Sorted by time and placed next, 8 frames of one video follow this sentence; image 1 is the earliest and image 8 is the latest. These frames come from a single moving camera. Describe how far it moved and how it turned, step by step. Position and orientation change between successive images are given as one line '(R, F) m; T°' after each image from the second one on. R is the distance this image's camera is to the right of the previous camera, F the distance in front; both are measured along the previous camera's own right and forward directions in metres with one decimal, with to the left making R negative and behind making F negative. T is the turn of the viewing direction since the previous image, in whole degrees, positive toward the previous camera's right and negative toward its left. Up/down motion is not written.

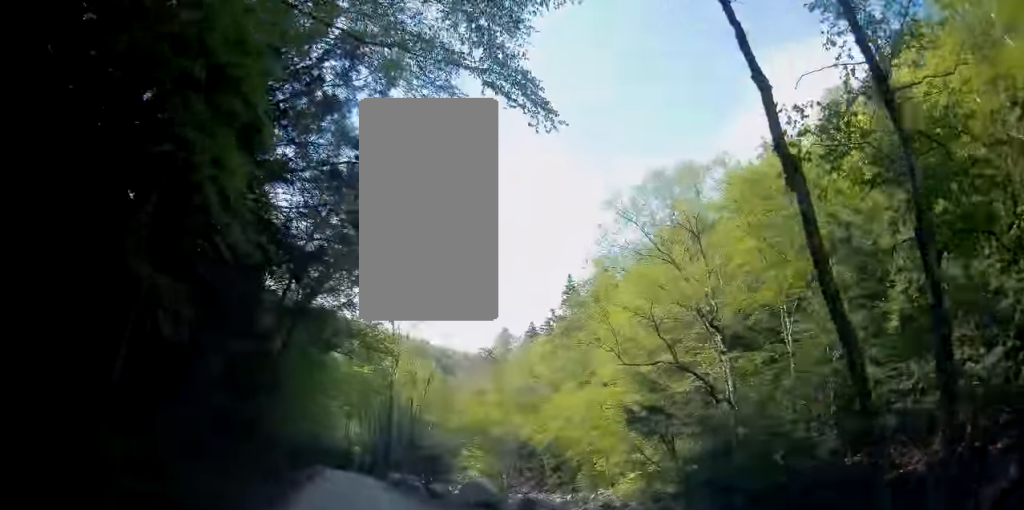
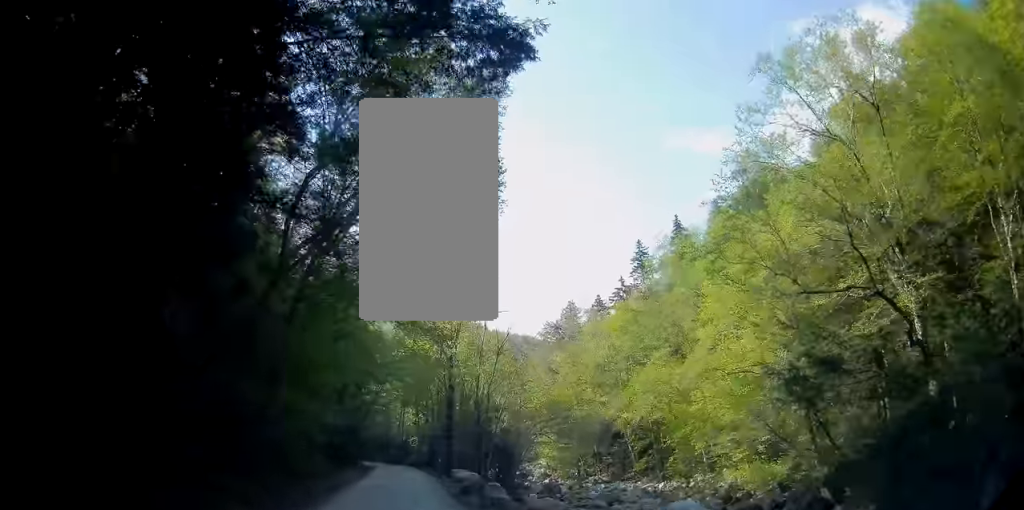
(-0.6, +10.2) m; -2°
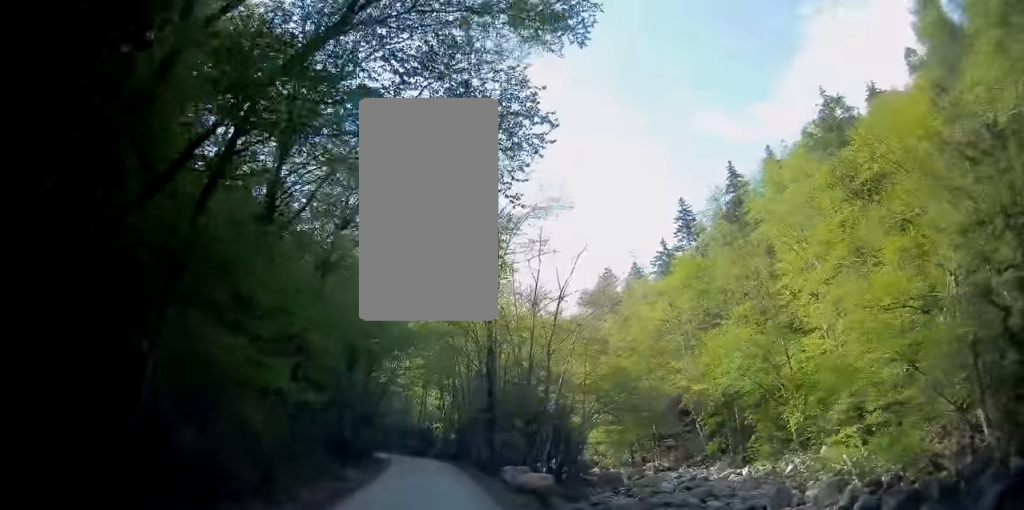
(+0.2, +11.6) m; -1°
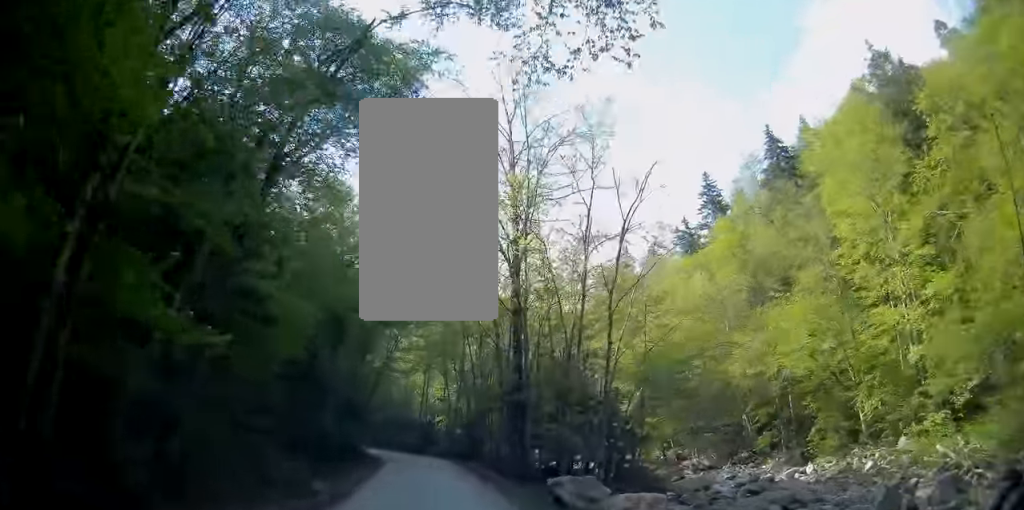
(-0.4, +8.9) m; -3°
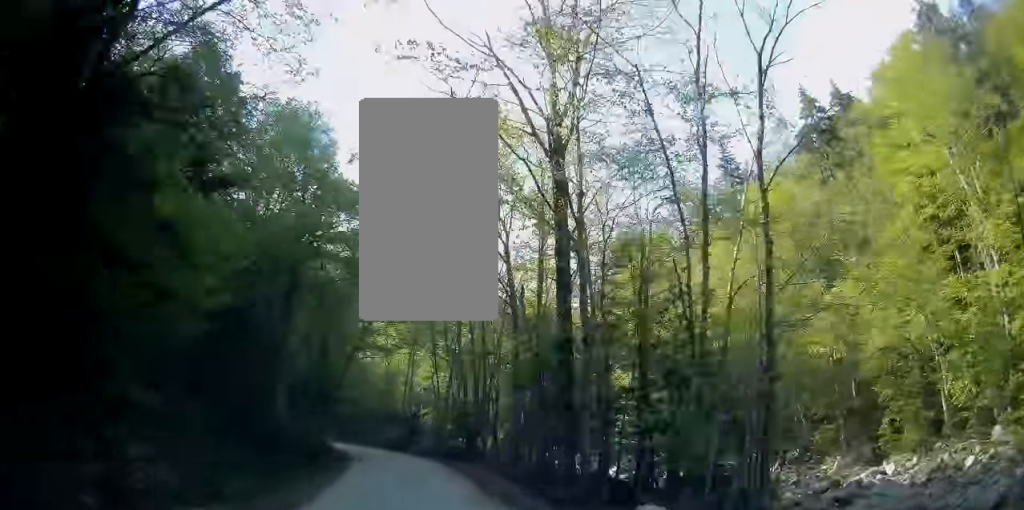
(-0.1, +10.2) m; 0°
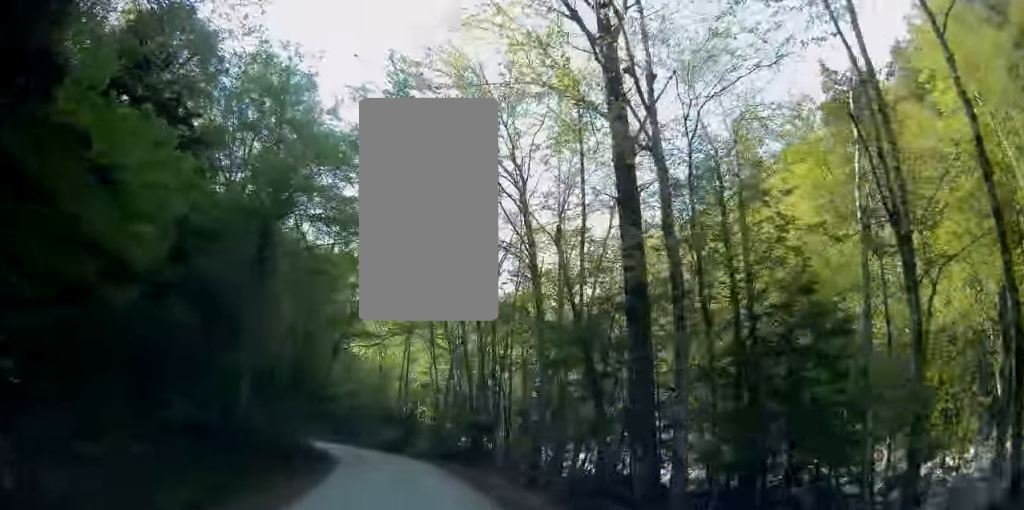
(+0.1, +5.2) m; 0°
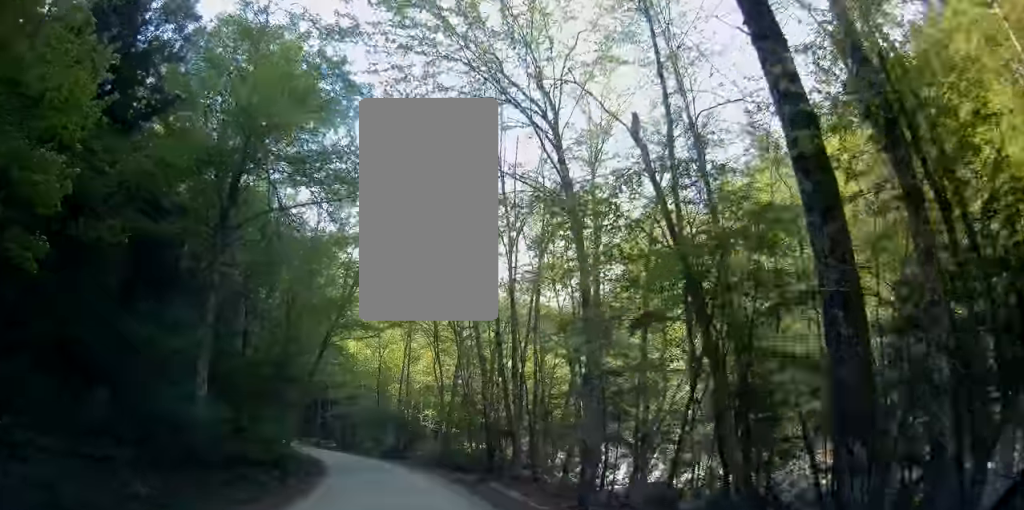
(0.0, +5.0) m; -1°
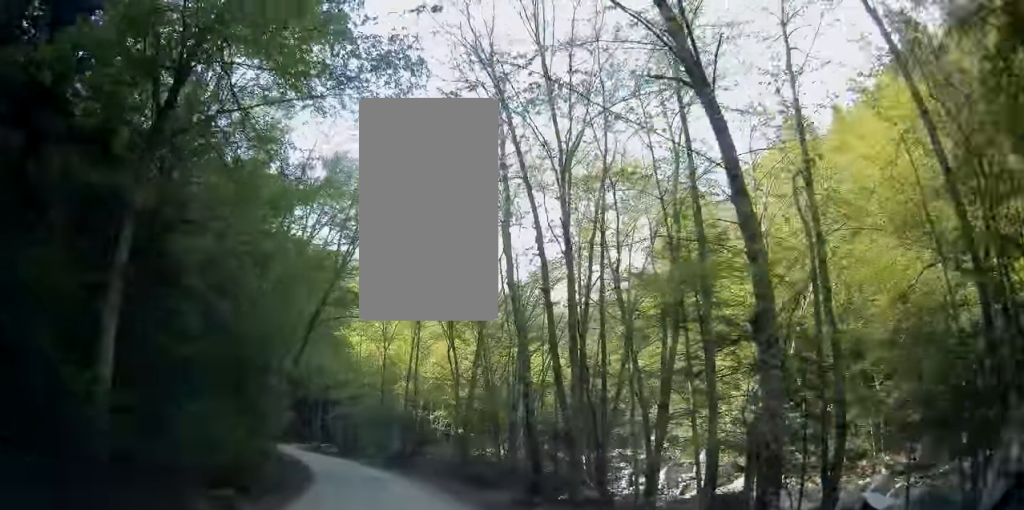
(-0.1, +6.8) m; -1°
